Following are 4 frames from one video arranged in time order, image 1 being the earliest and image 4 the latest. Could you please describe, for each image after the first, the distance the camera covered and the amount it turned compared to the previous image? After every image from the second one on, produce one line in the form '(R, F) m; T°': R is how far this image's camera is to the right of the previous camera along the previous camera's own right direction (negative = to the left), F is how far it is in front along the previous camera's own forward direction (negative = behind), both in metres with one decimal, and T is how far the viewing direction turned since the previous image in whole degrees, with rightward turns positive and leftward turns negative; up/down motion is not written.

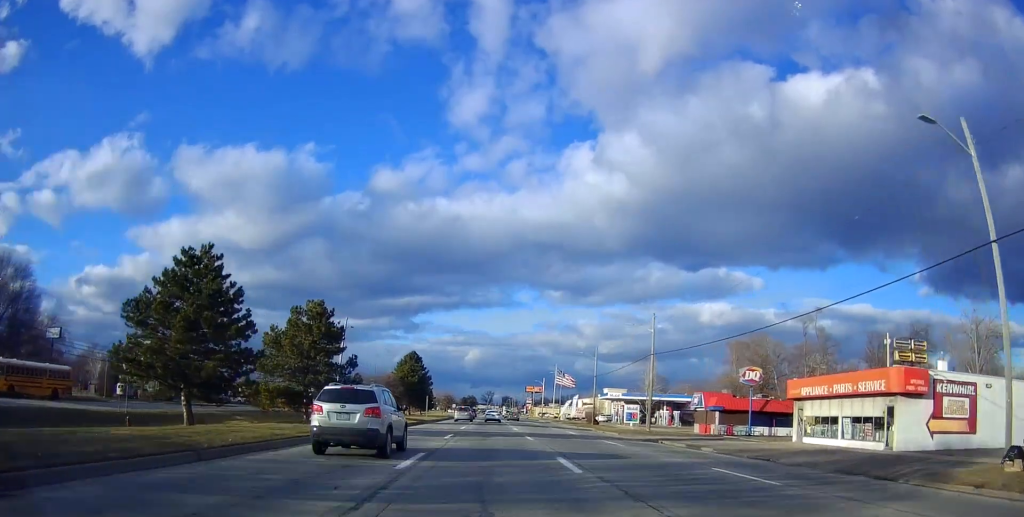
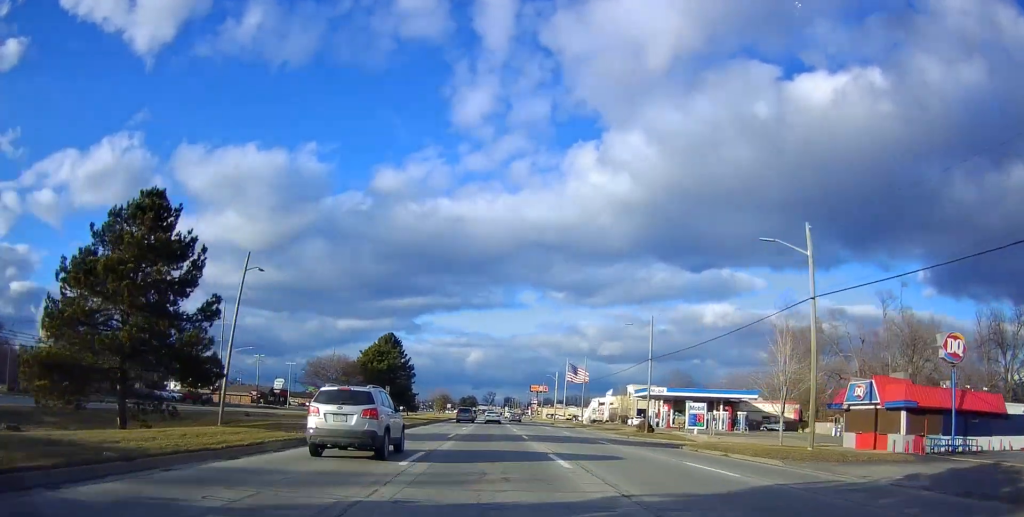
(-0.3, +27.6) m; 0°
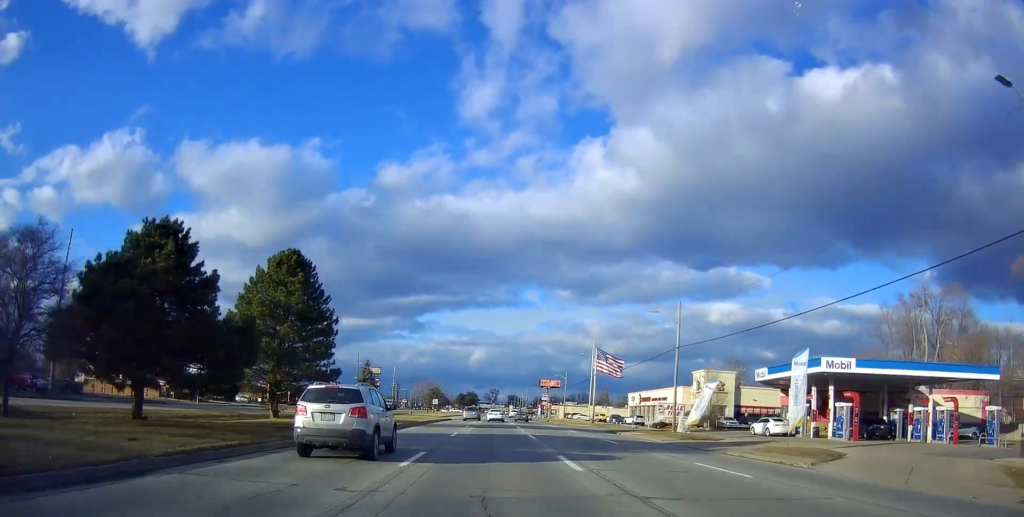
(+0.4, +45.3) m; 0°
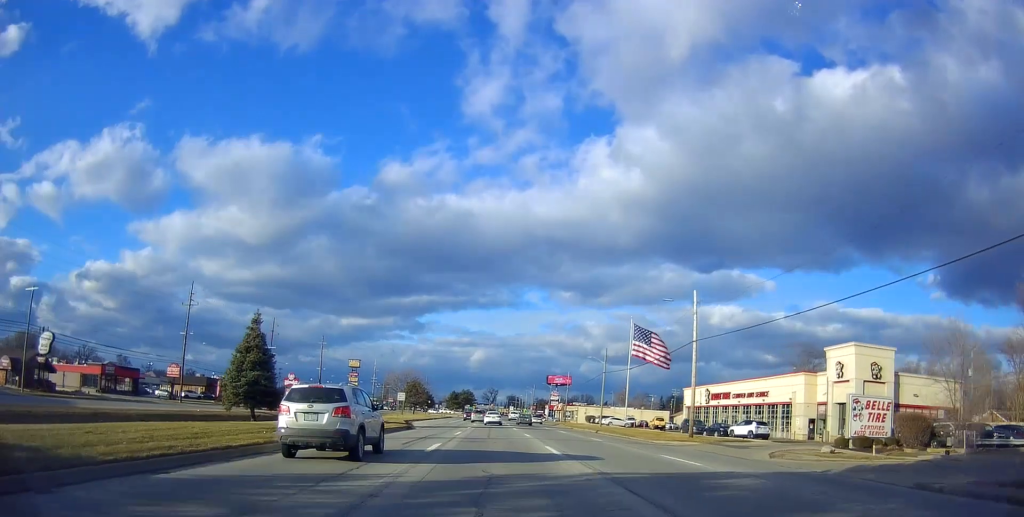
(-0.2, +41.6) m; 0°
